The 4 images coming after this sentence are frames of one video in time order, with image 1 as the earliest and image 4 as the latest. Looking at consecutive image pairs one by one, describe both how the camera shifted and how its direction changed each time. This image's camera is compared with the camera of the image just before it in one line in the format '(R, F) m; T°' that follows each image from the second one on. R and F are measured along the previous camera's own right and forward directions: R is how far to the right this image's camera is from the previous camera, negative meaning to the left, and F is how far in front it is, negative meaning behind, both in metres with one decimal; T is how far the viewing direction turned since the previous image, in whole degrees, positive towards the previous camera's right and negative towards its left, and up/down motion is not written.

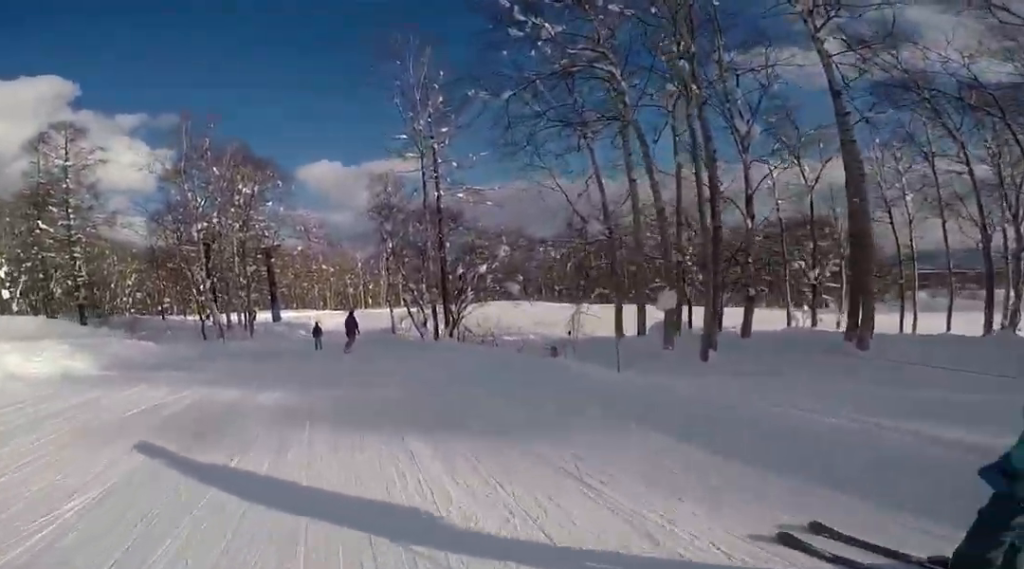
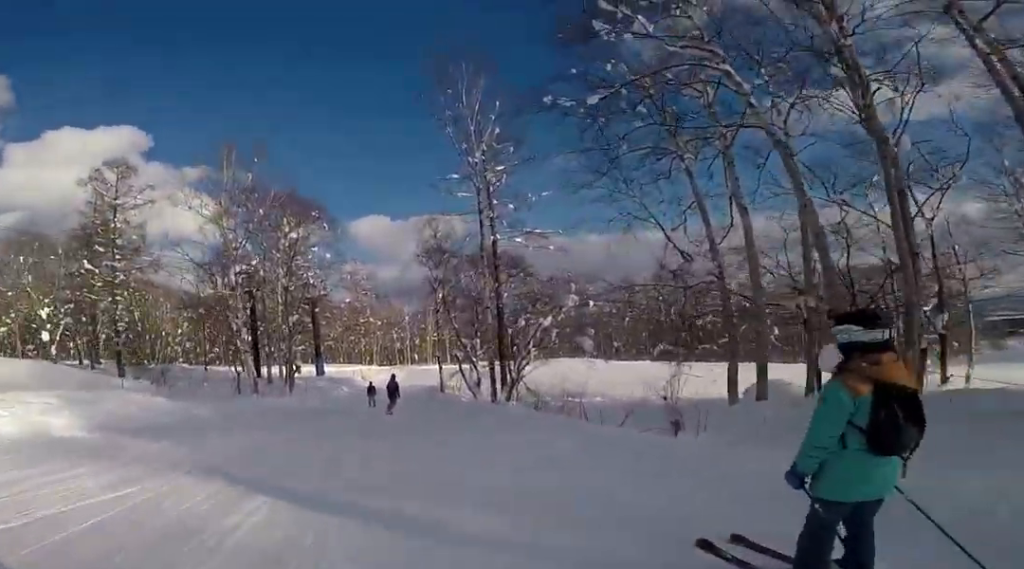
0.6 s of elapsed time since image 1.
(0.0, +2.9) m; 0°
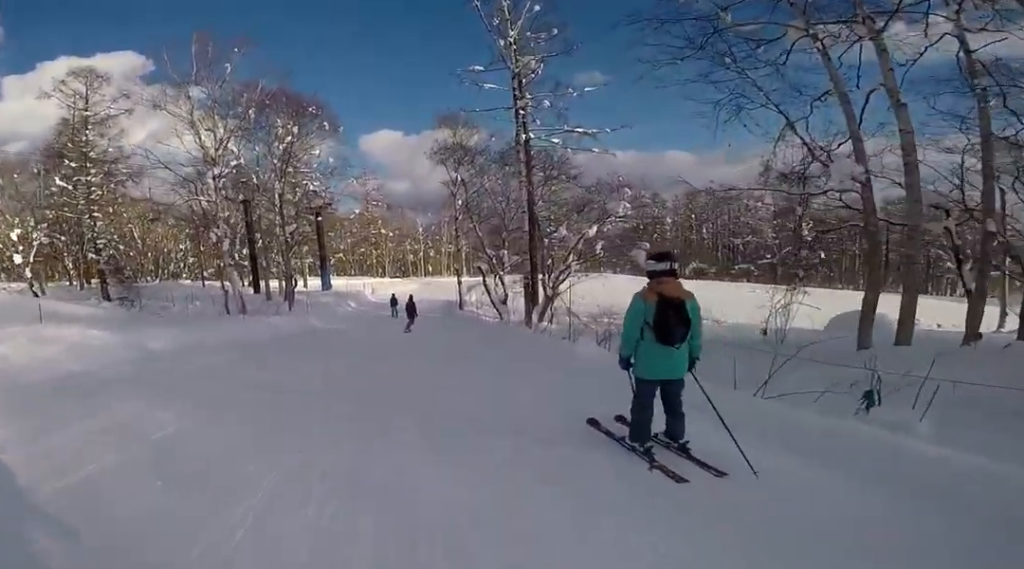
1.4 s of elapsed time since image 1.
(0.0, +4.0) m; 0°
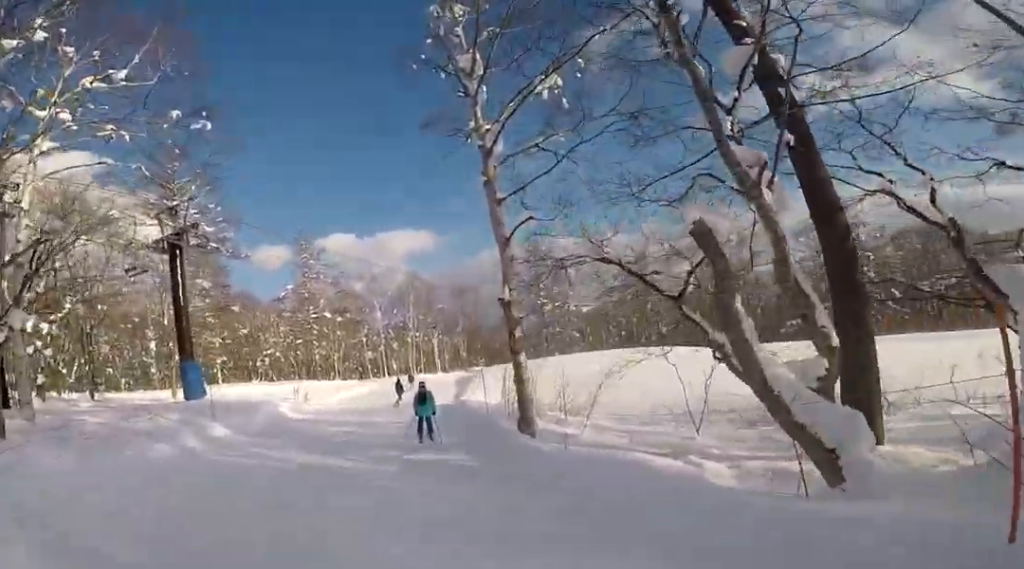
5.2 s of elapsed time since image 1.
(0.0, +21.5) m; 0°
